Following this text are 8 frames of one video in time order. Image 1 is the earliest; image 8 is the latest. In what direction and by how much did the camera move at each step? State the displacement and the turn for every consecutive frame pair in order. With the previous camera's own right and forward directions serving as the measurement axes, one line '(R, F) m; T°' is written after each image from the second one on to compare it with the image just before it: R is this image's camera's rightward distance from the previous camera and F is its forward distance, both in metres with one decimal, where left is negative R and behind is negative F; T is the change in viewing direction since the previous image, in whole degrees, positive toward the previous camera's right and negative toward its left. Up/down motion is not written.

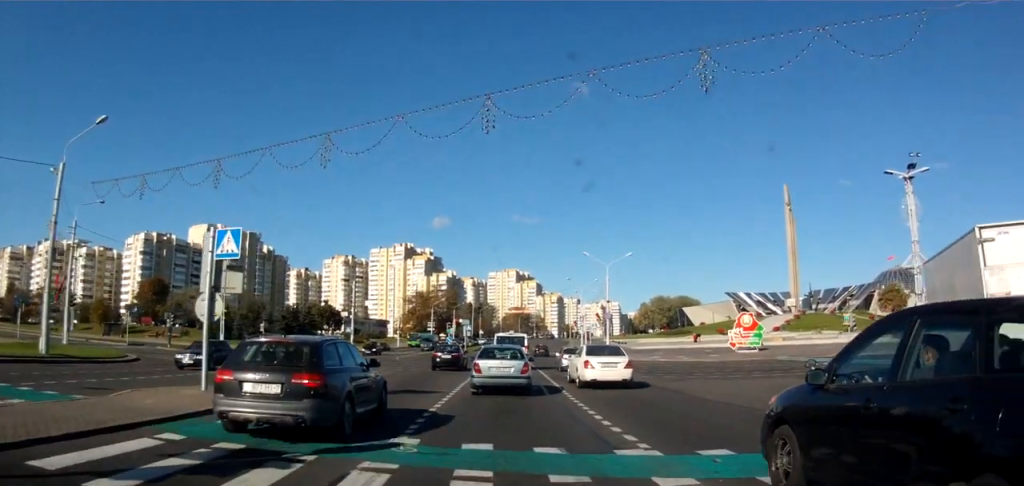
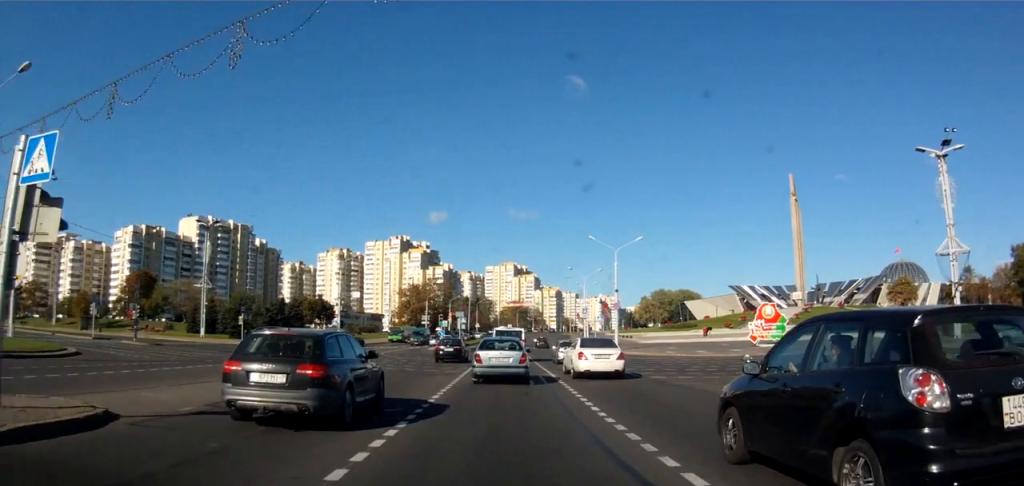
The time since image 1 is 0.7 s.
(+0.1, +6.0) m; 0°
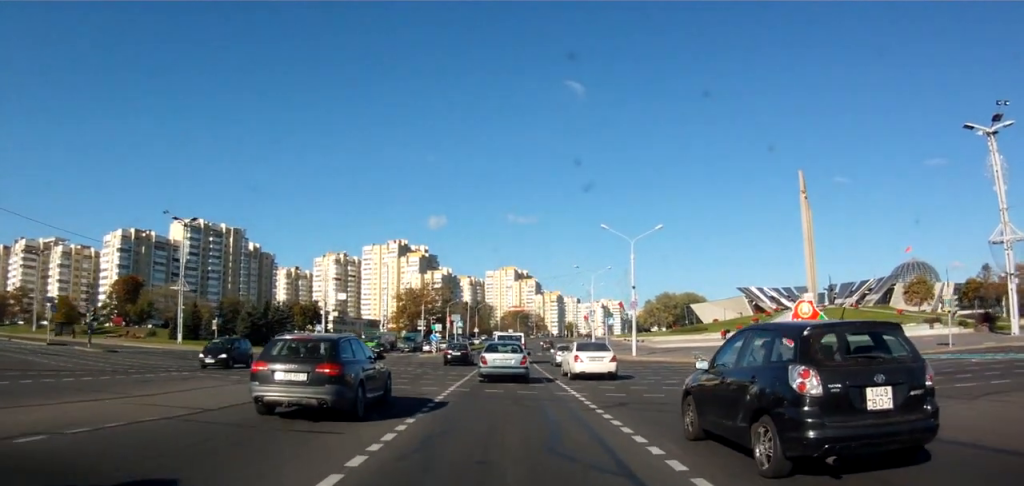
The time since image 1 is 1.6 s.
(0.0, +8.0) m; -1°
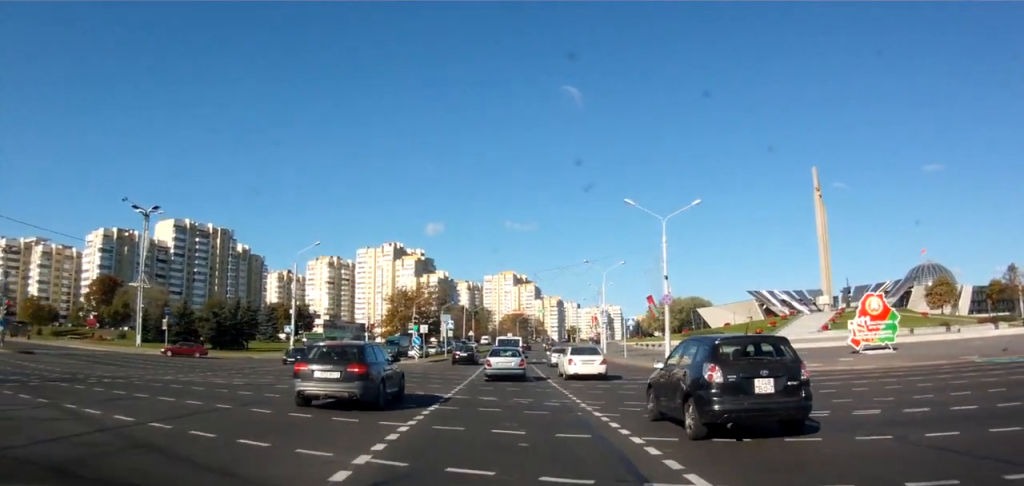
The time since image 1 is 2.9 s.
(-0.1, +11.6) m; 0°
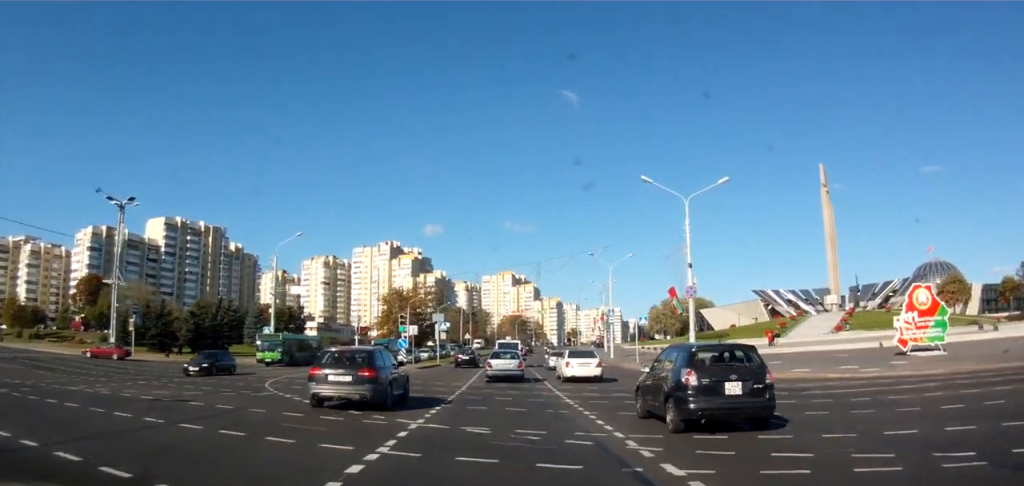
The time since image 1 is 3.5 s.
(+0.1, +6.0) m; +1°
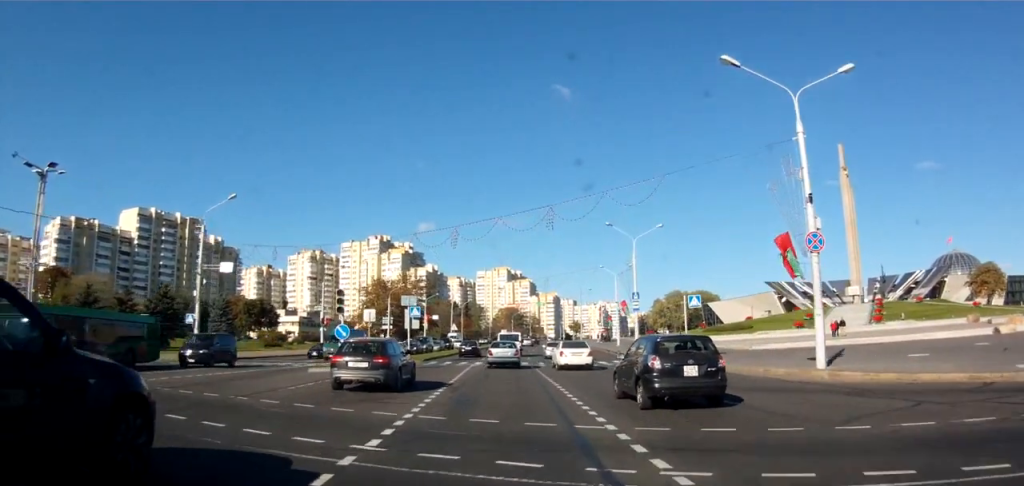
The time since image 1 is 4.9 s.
(+0.4, +15.4) m; +3°
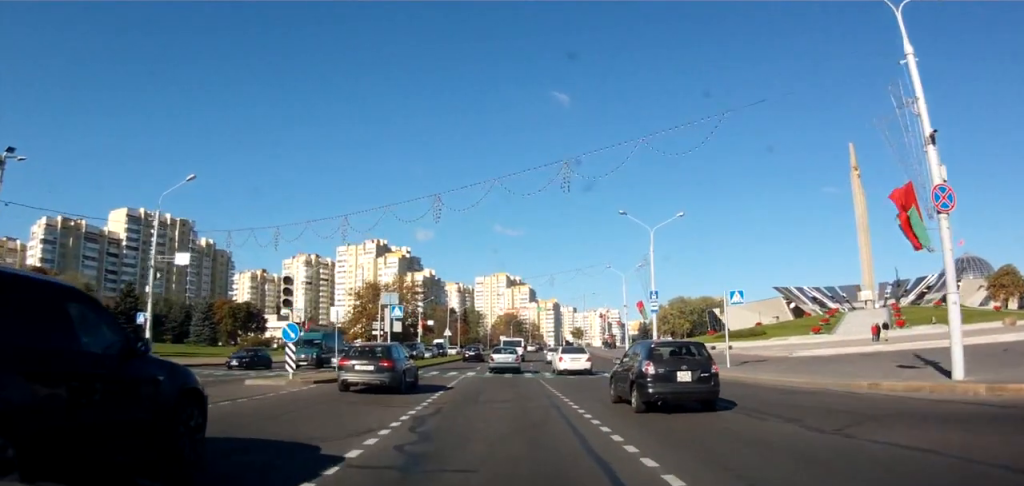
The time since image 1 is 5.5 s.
(+0.1, +6.8) m; 0°
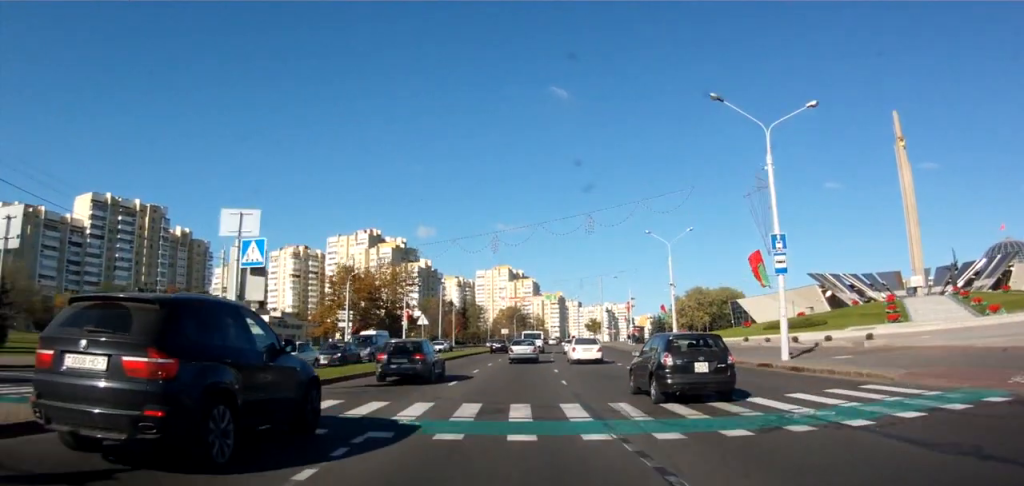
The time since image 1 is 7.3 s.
(-0.5, +21.1) m; -3°
